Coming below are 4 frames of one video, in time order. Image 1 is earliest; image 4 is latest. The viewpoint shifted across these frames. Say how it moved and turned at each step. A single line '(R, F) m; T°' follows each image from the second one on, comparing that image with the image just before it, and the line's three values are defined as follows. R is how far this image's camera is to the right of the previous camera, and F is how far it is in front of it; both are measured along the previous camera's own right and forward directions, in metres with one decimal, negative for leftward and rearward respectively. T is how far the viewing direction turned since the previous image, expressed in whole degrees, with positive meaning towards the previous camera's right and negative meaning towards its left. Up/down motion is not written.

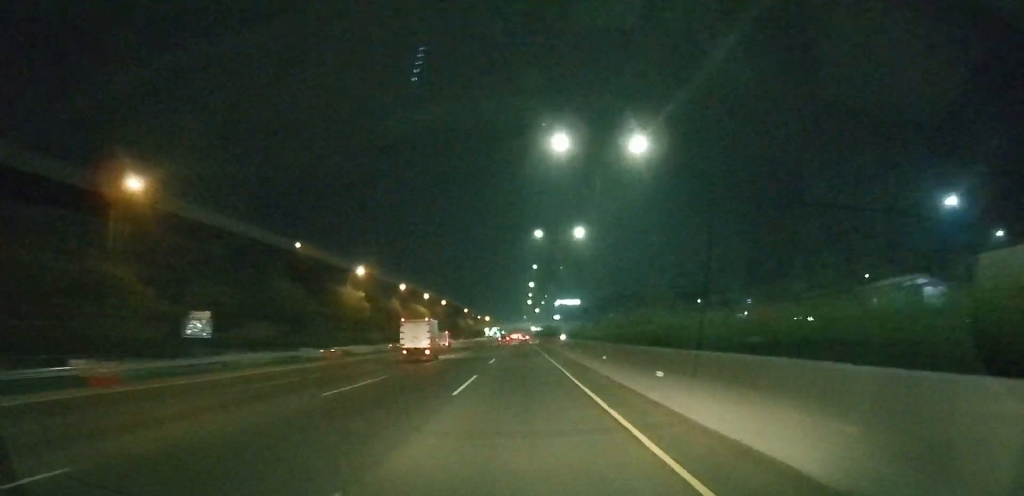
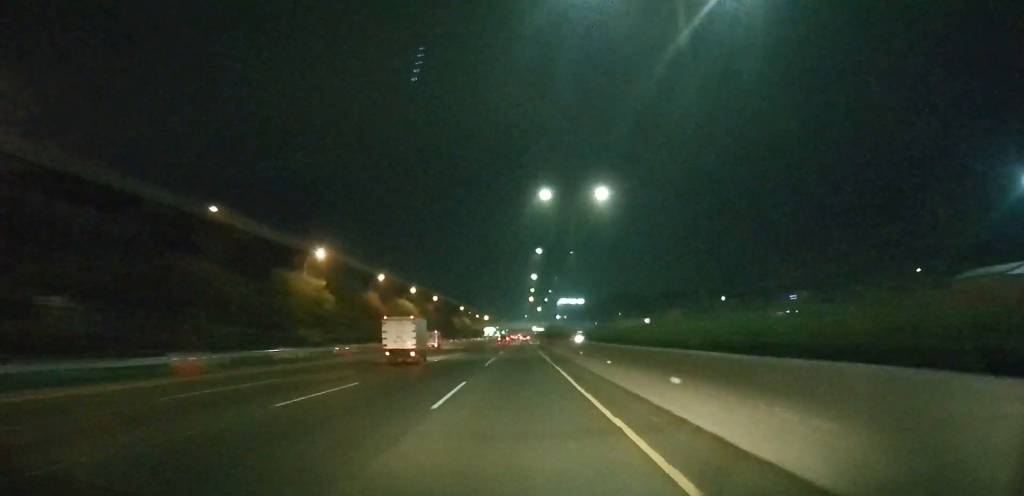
(0.0, +26.2) m; 0°
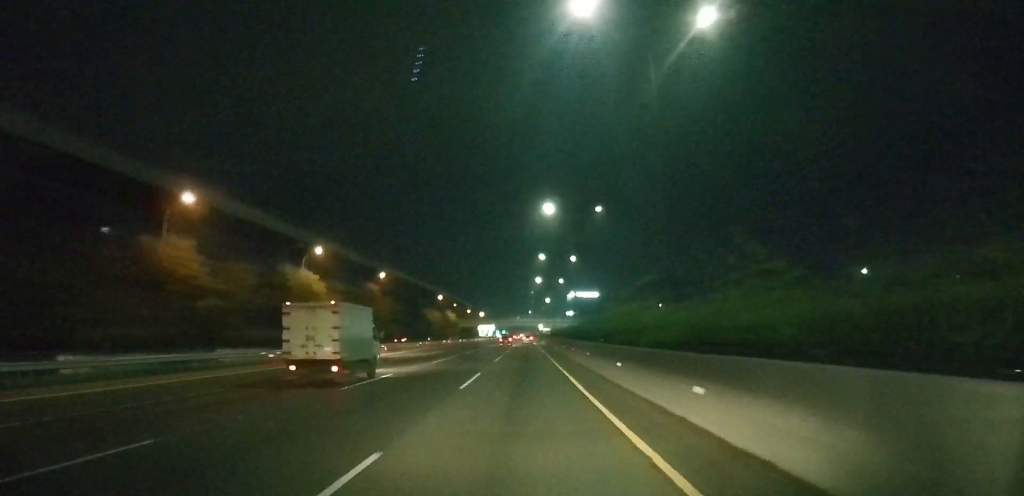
(-0.5, +86.8) m; -1°
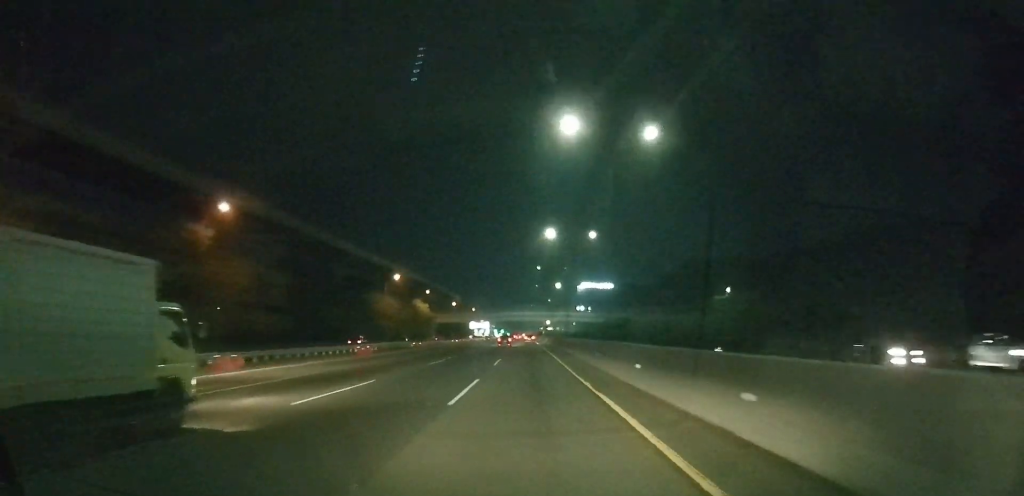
(+0.3, +66.8) m; 0°
